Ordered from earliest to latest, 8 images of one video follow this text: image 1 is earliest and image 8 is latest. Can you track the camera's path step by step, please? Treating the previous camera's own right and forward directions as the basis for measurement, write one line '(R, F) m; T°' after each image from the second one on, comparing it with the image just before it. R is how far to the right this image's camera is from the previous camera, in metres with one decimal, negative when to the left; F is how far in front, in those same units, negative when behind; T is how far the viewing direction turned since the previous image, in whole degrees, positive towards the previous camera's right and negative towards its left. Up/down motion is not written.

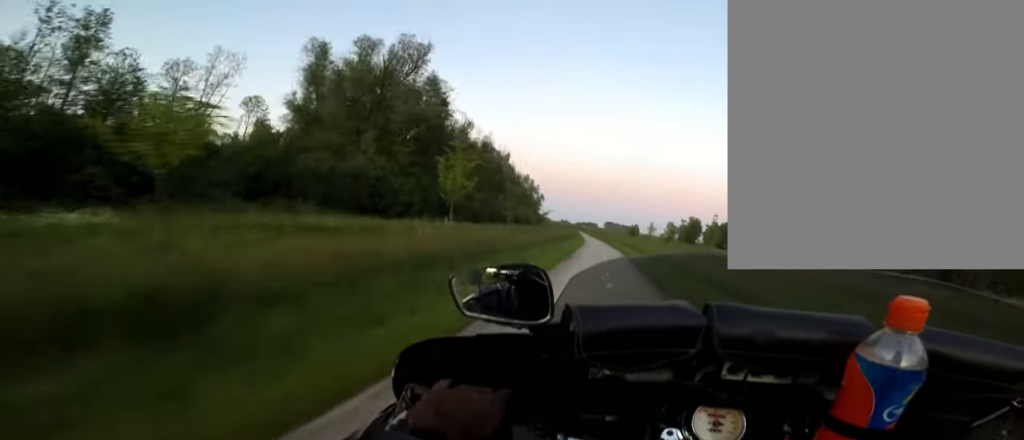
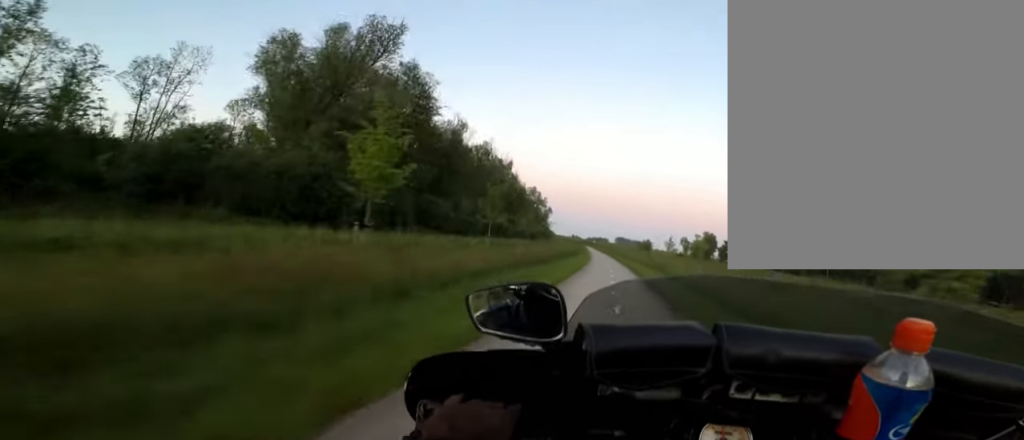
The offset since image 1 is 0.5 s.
(-0.3, +7.0) m; -1°
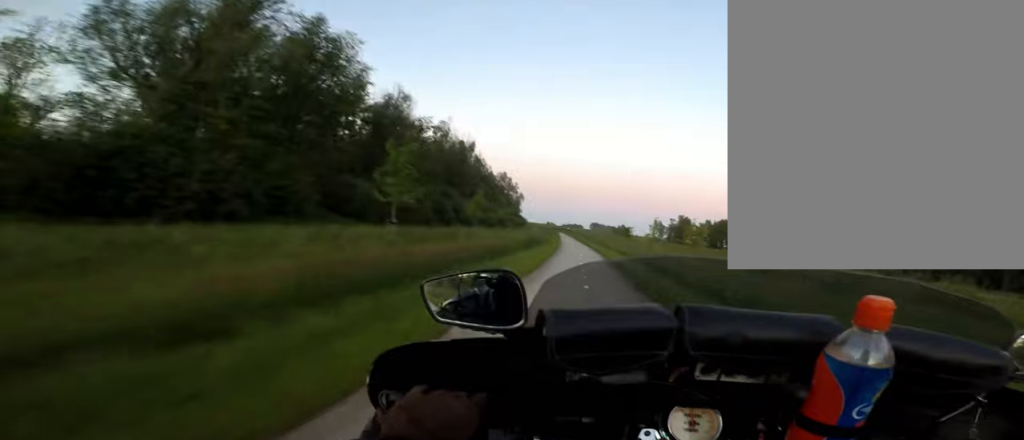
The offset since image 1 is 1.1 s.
(-0.5, +8.2) m; -2°
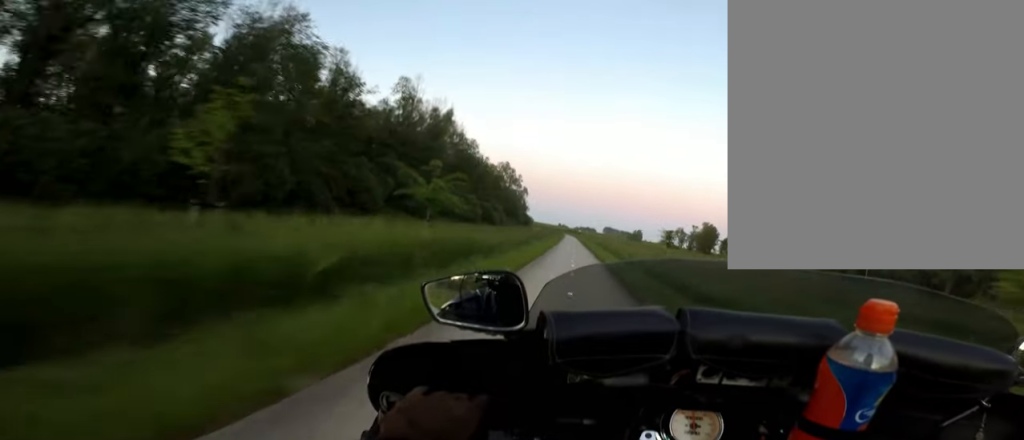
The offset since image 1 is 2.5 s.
(+0.2, +19.4) m; -1°
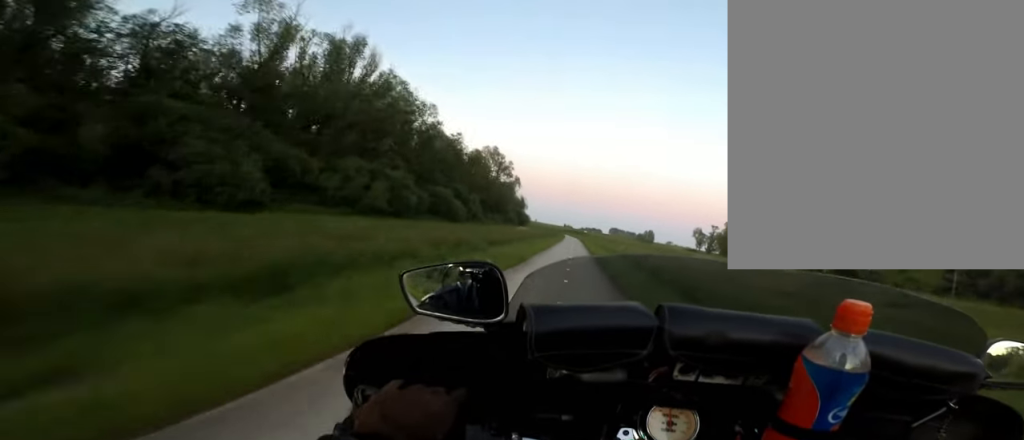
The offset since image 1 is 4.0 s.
(-0.4, +22.5) m; 0°
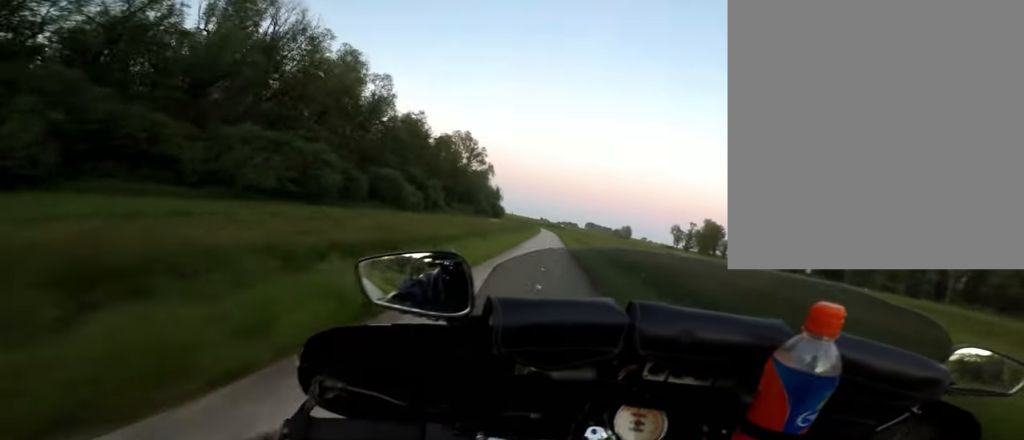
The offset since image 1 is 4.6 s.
(+0.2, +7.7) m; -1°
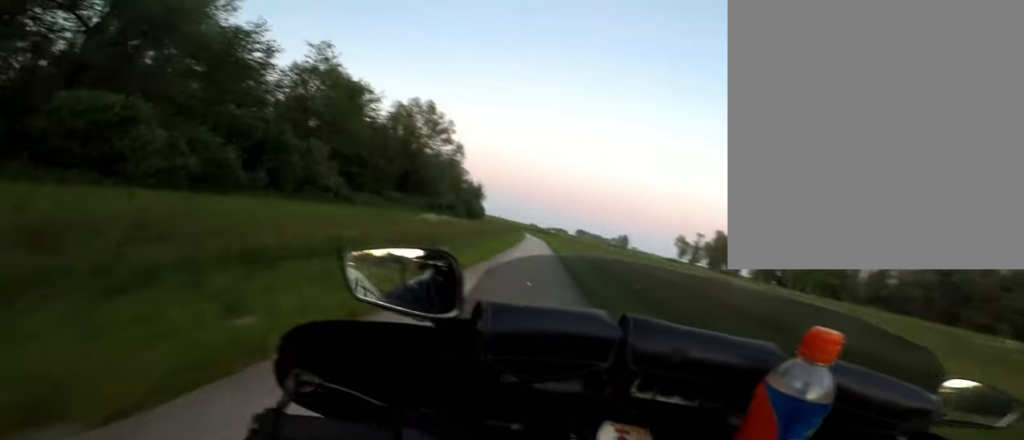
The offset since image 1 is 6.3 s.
(-0.6, +23.9) m; 0°
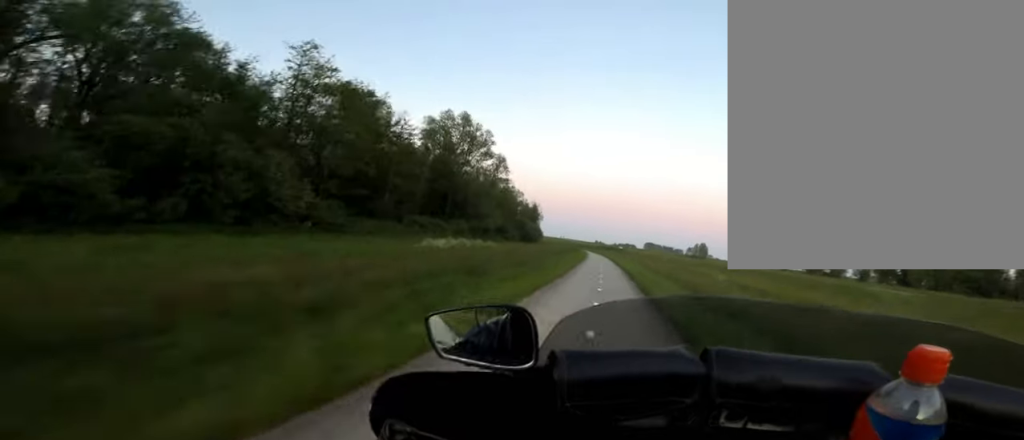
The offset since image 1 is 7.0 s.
(+0.4, +9.6) m; +4°
